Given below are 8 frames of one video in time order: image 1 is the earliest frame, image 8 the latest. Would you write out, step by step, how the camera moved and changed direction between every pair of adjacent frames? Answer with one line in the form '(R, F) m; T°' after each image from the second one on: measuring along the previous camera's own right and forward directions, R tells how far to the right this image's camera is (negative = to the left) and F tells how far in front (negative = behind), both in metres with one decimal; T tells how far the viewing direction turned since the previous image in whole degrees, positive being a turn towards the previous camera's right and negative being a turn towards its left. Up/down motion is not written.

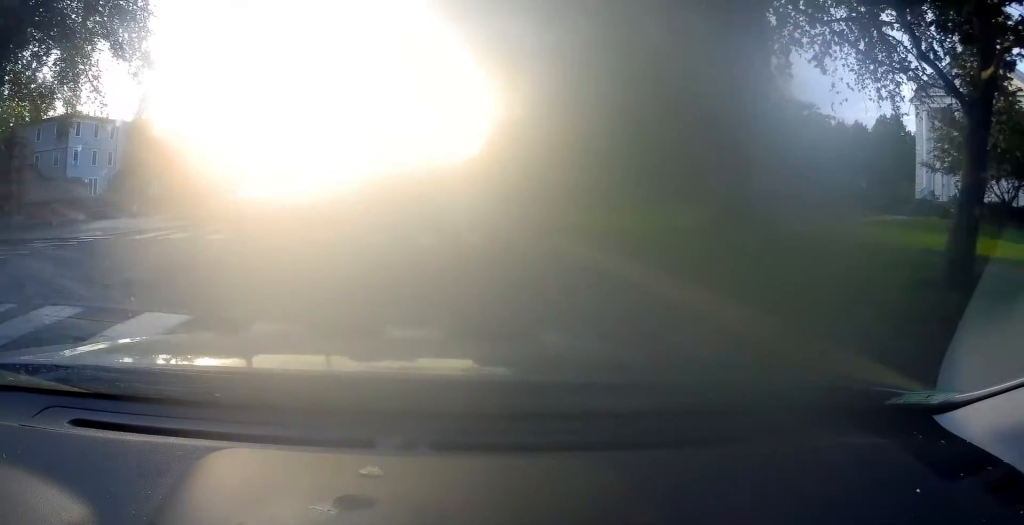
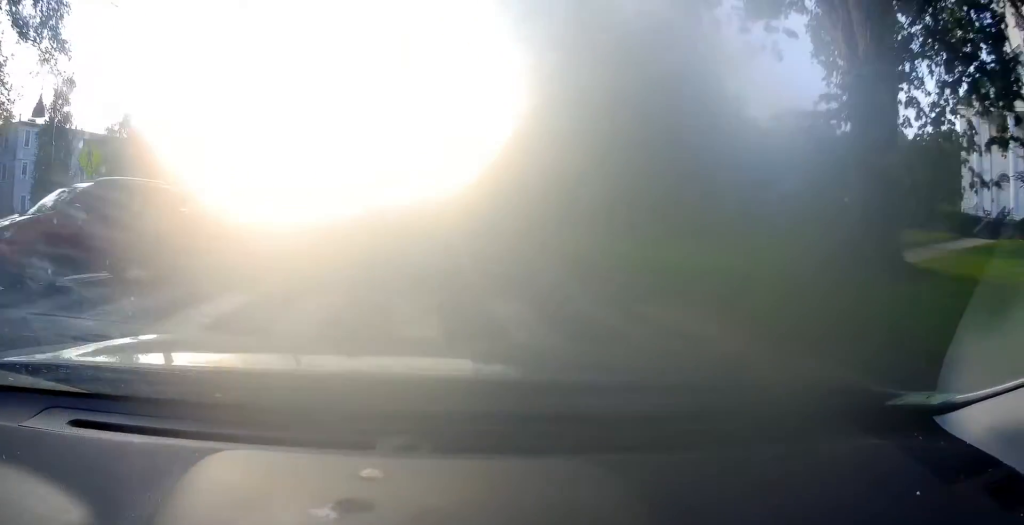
(+0.3, +8.4) m; +2°
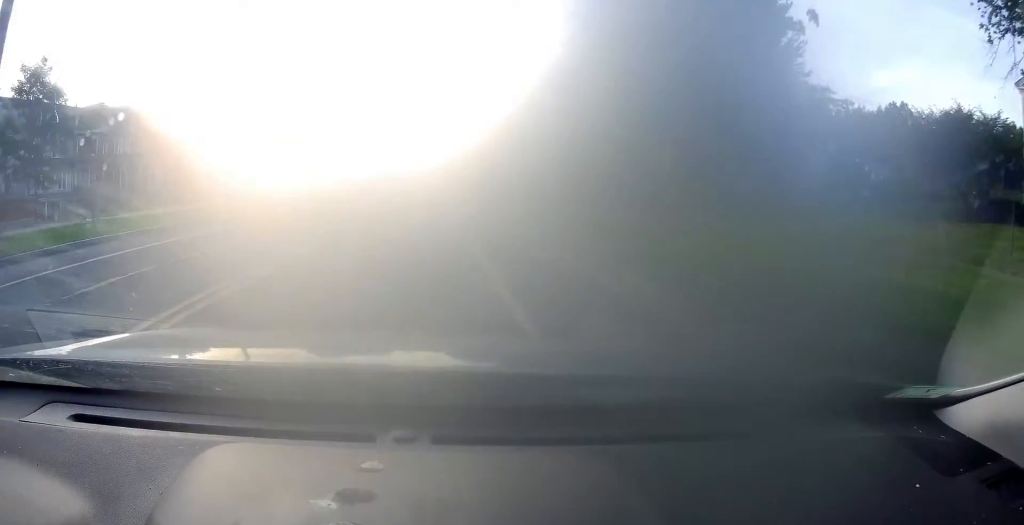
(0.0, +8.0) m; 0°
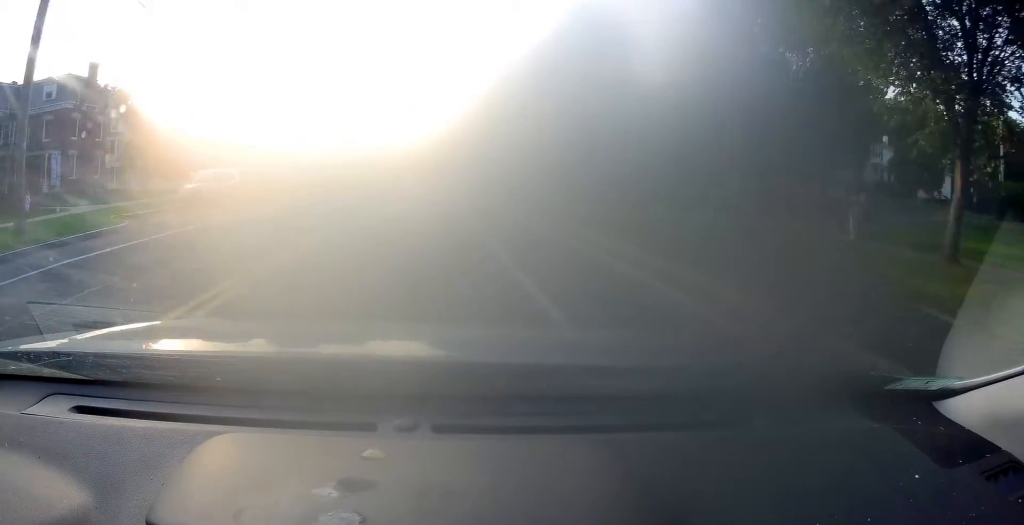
(0.0, +16.8) m; +1°
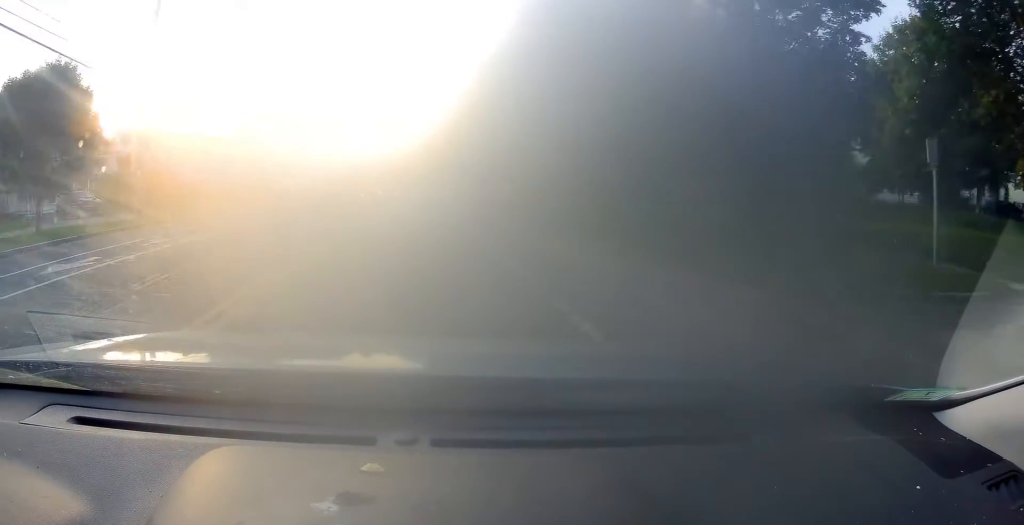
(+0.2, +21.5) m; +1°
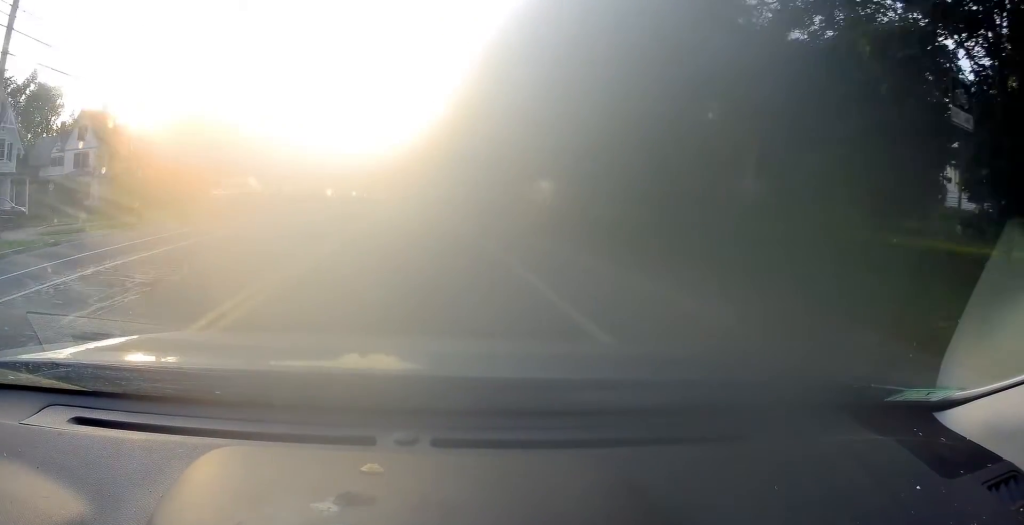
(0.0, +9.7) m; +1°
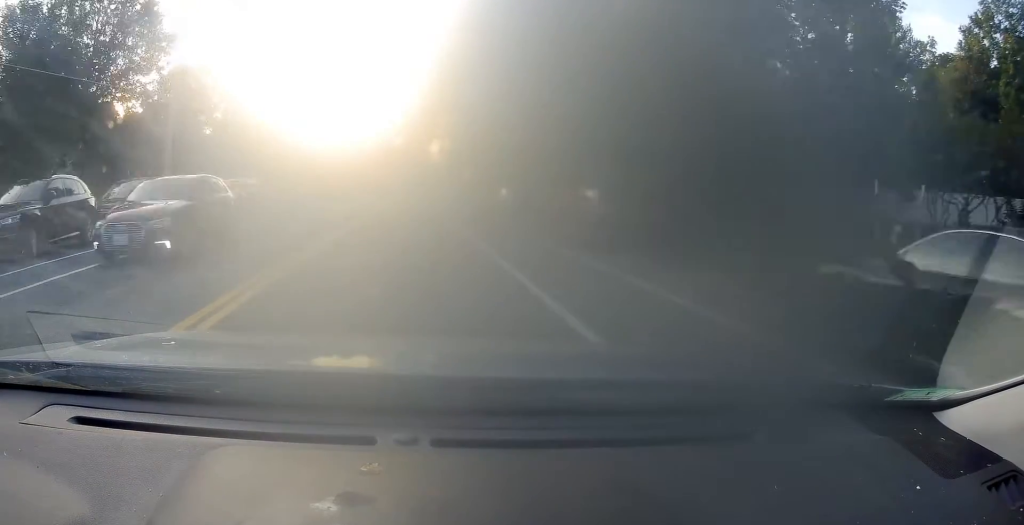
(0.0, +26.9) m; -1°
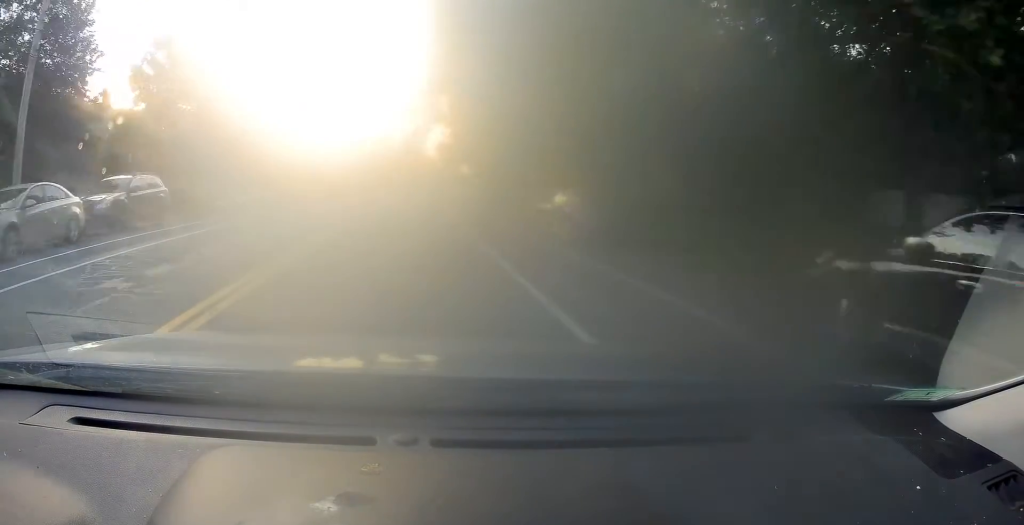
(+0.1, +11.5) m; +3°
